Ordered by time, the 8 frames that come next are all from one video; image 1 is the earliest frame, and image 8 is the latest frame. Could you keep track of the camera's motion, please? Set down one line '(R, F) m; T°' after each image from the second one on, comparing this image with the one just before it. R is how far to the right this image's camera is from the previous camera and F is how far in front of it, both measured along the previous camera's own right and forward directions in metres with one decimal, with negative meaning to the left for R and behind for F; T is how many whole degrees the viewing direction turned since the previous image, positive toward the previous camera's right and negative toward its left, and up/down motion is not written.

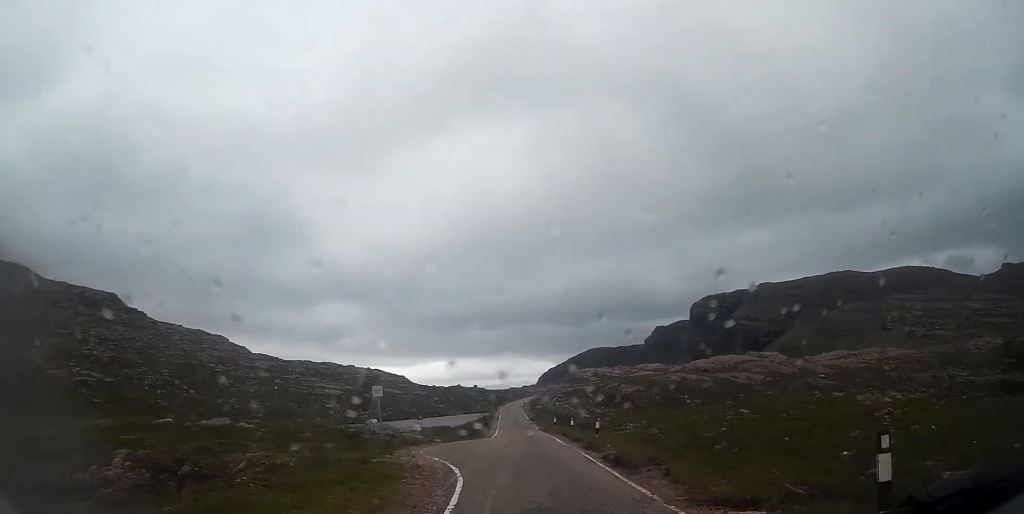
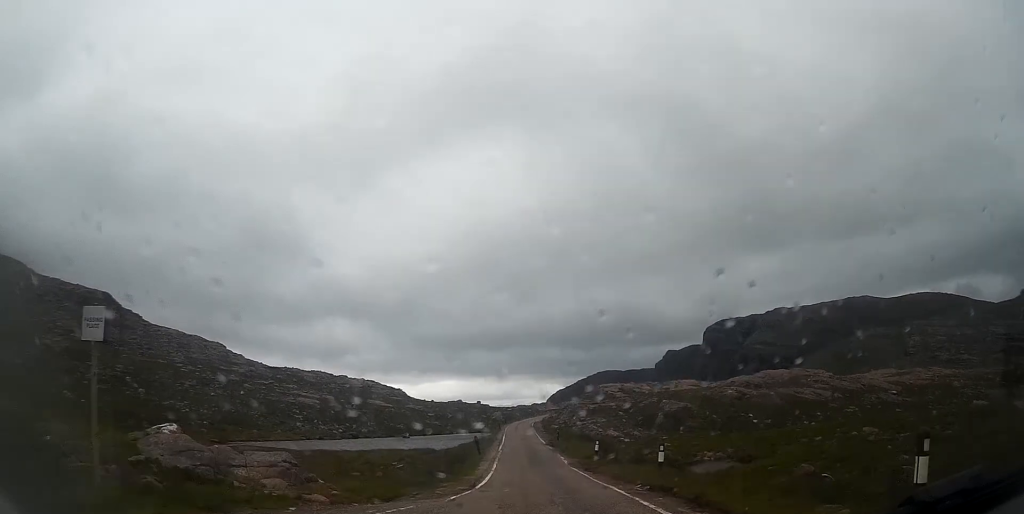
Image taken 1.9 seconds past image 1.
(-0.2, +18.5) m; +1°
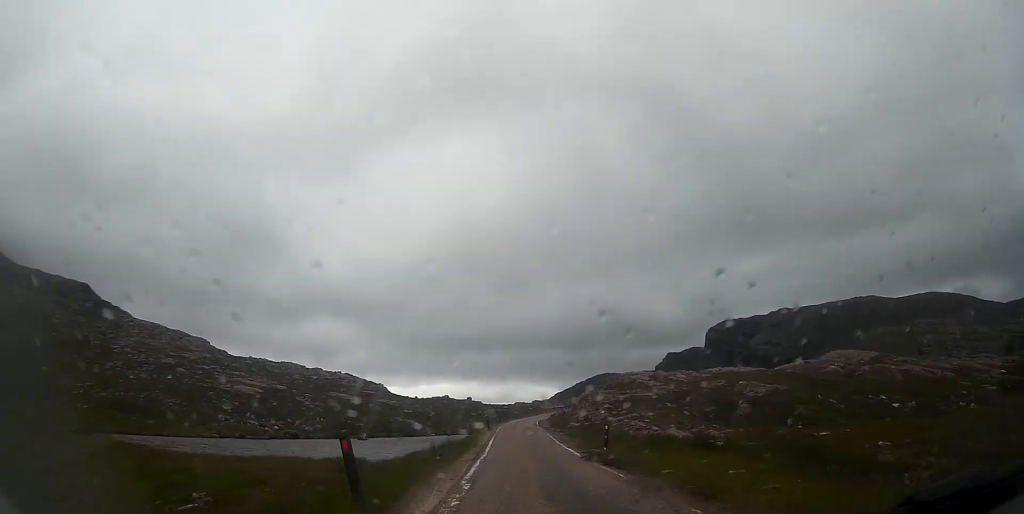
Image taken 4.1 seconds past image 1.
(+0.4, +22.0) m; +1°
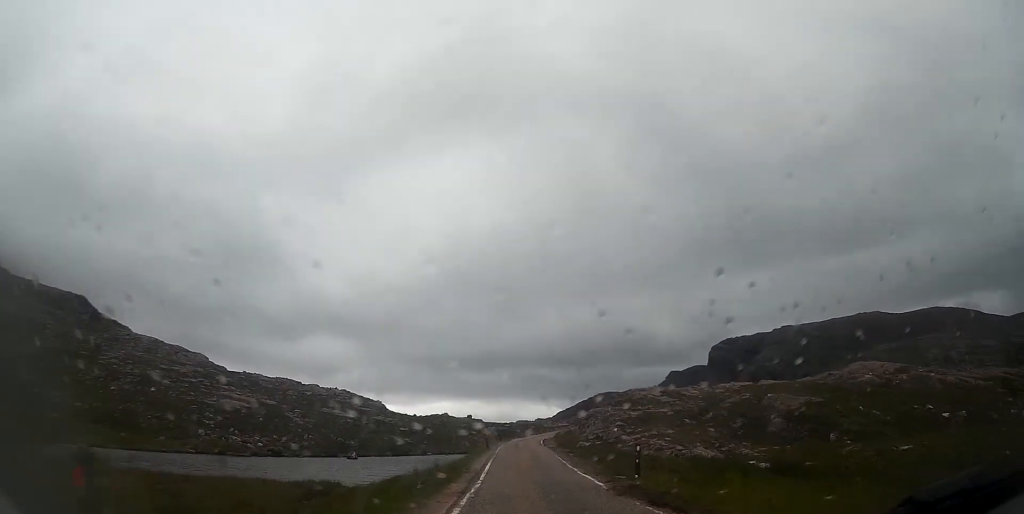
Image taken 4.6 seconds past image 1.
(0.0, +4.5) m; 0°
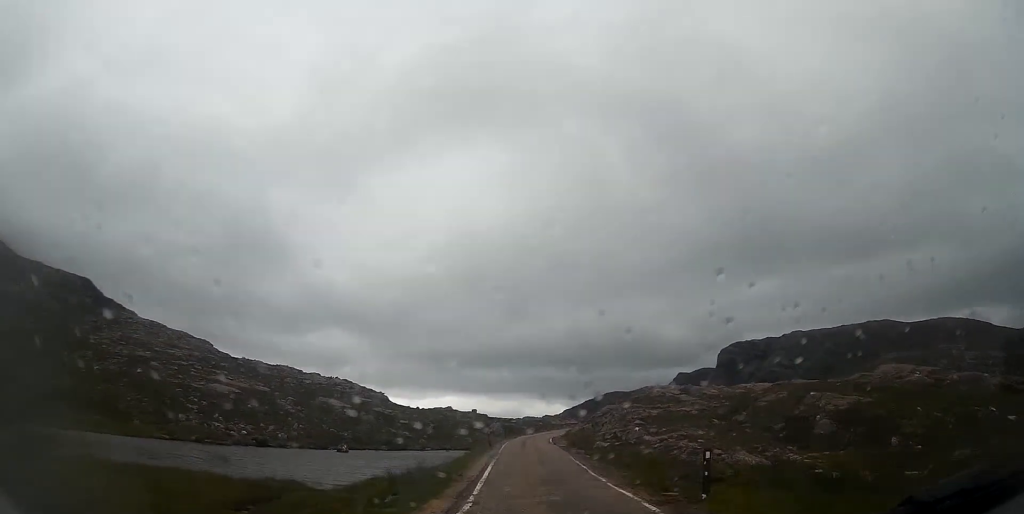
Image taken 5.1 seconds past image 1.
(0.0, +4.8) m; 0°
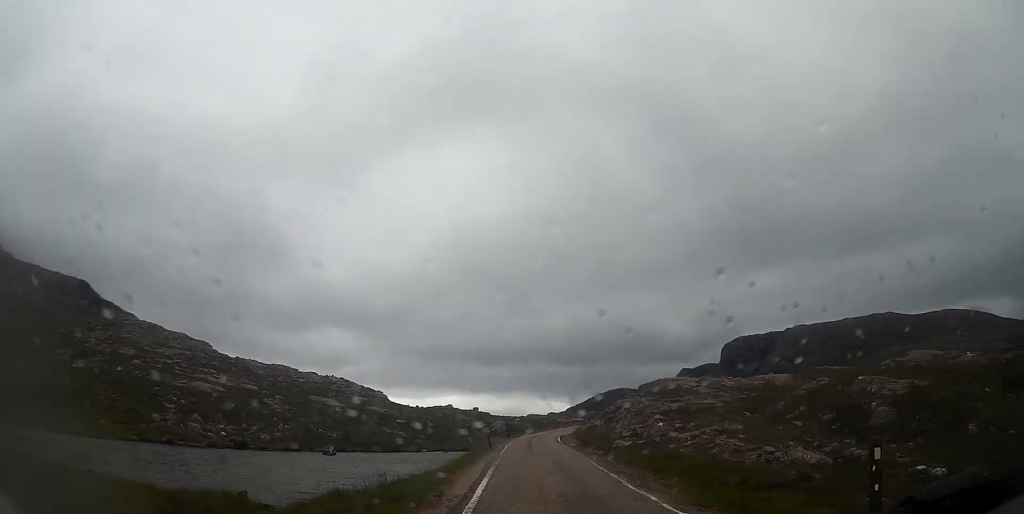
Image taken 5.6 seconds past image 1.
(0.0, +4.7) m; -1°
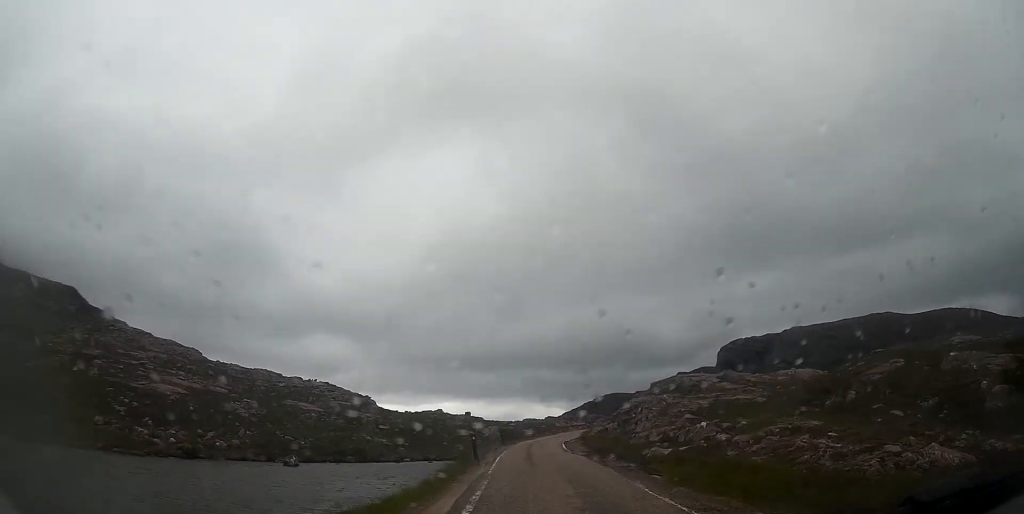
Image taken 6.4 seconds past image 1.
(0.0, +7.1) m; -1°
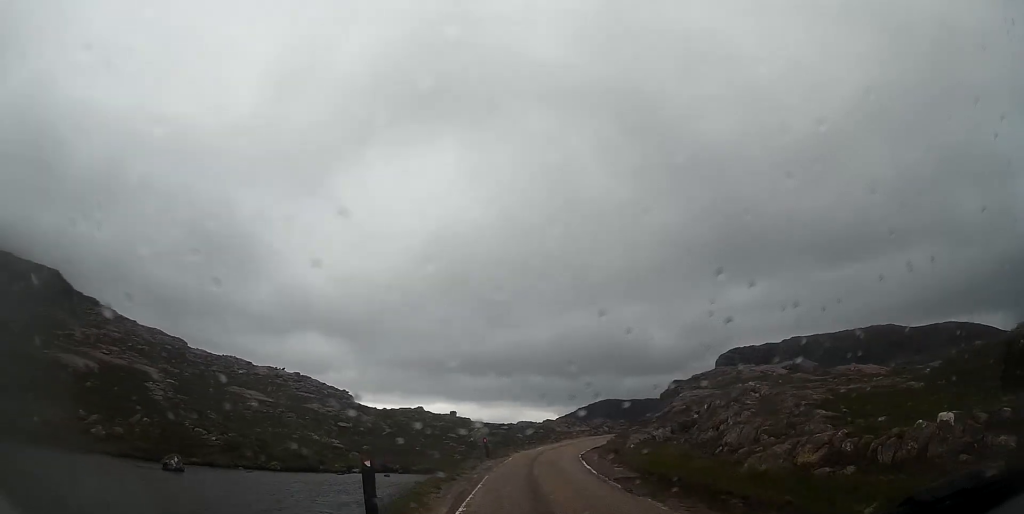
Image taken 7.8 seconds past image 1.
(0.0, +13.1) m; +1°
